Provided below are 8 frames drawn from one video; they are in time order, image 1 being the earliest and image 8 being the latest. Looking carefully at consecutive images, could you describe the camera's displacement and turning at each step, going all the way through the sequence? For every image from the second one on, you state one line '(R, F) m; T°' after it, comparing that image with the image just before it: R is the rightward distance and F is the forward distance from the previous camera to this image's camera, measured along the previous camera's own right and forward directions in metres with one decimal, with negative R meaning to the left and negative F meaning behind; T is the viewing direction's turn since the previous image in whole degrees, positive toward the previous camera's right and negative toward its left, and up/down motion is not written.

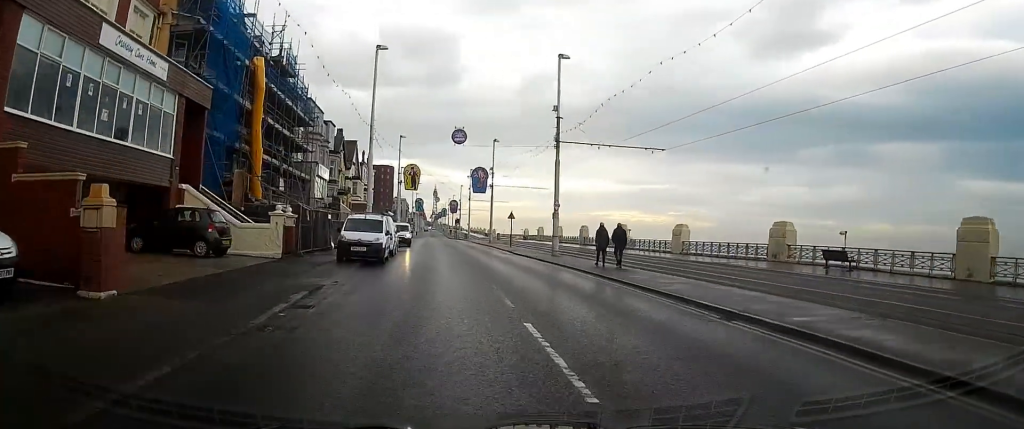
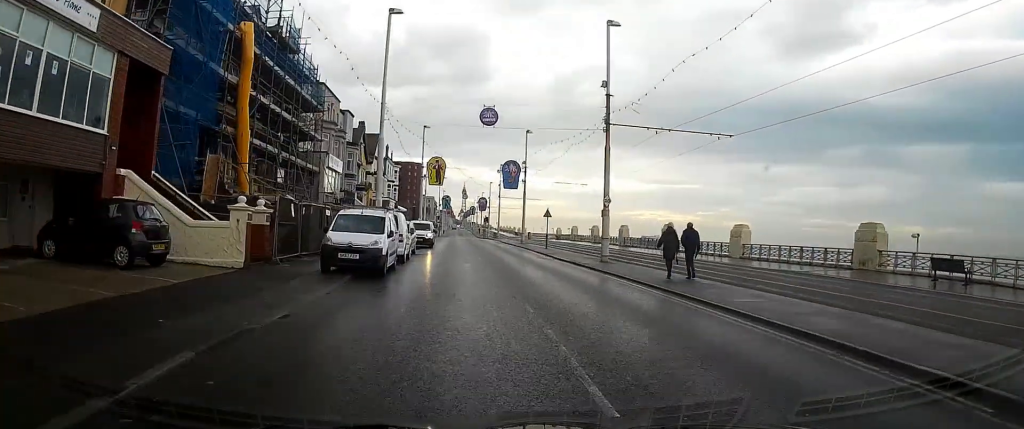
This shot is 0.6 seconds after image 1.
(-0.2, +5.9) m; -3°
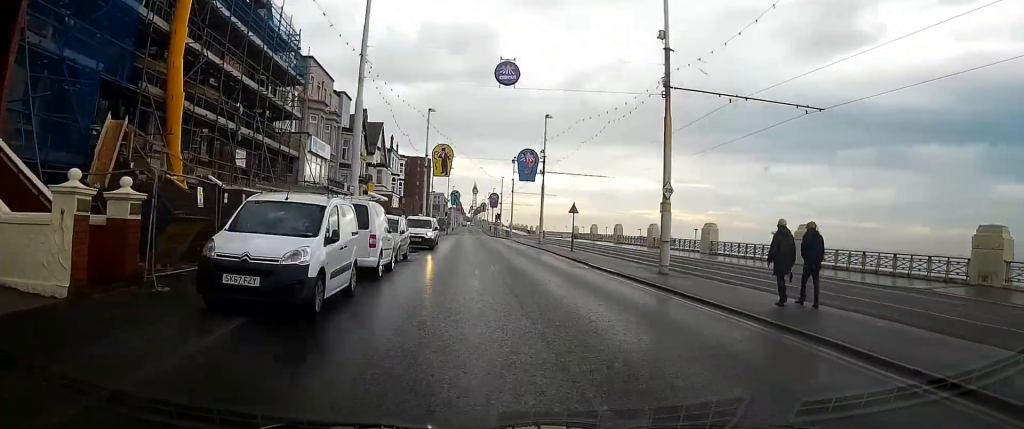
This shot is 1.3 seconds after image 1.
(-0.1, +7.6) m; -3°
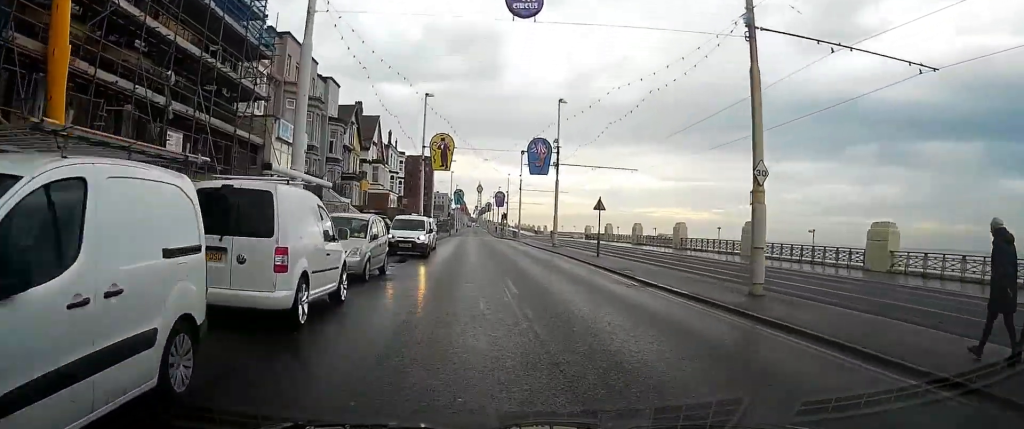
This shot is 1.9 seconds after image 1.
(-0.2, +7.0) m; -1°
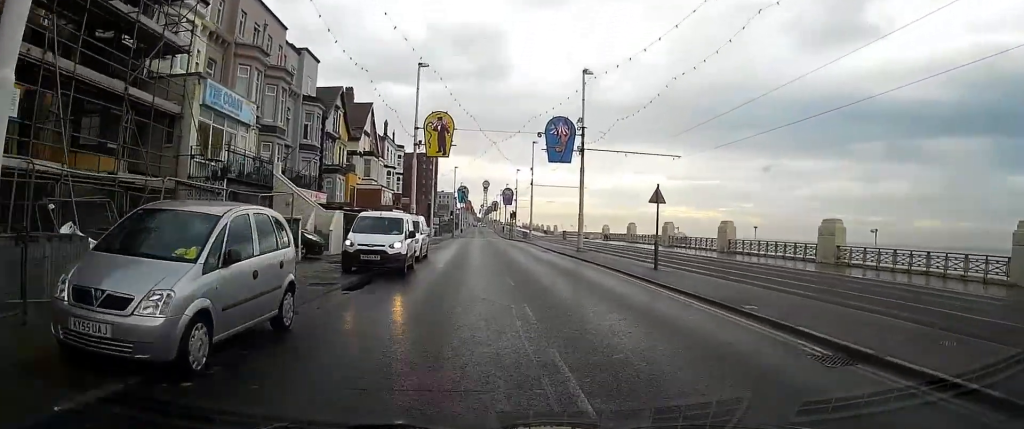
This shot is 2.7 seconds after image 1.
(-0.1, +9.7) m; -1°
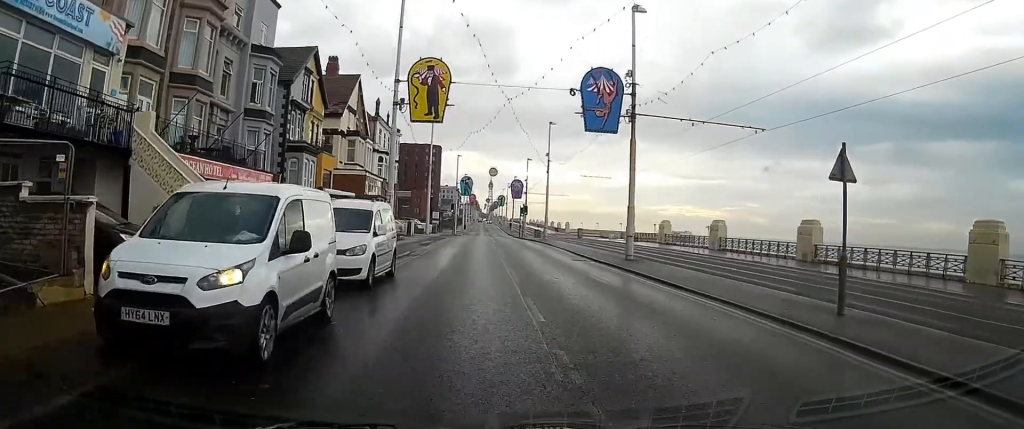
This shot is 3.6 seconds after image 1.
(0.0, +12.2) m; 0°
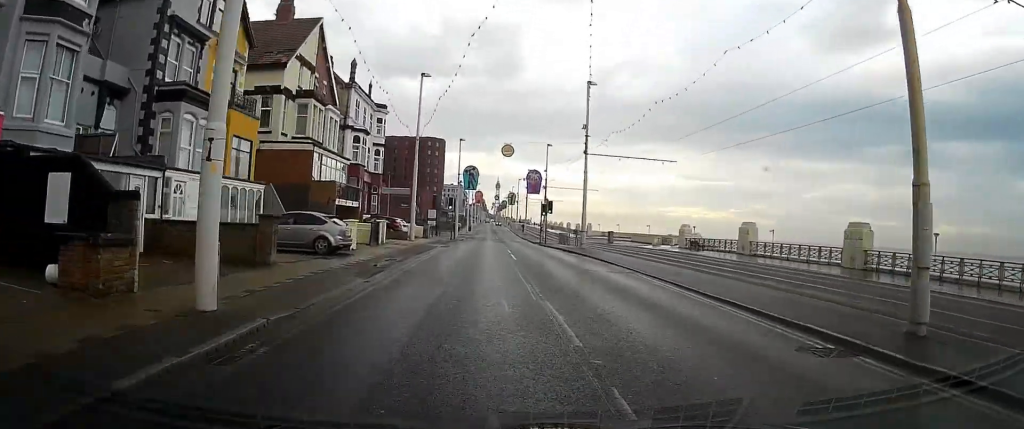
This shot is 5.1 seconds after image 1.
(0.0, +19.7) m; 0°
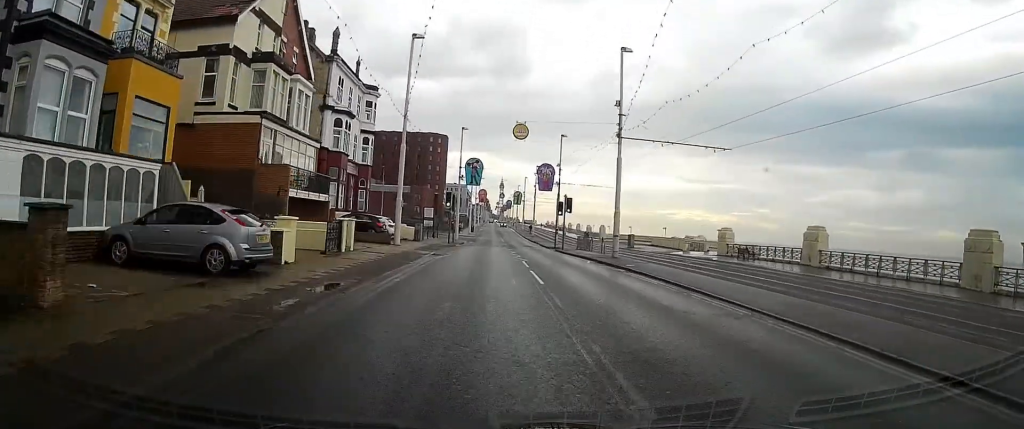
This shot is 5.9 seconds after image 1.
(0.0, +9.7) m; 0°
